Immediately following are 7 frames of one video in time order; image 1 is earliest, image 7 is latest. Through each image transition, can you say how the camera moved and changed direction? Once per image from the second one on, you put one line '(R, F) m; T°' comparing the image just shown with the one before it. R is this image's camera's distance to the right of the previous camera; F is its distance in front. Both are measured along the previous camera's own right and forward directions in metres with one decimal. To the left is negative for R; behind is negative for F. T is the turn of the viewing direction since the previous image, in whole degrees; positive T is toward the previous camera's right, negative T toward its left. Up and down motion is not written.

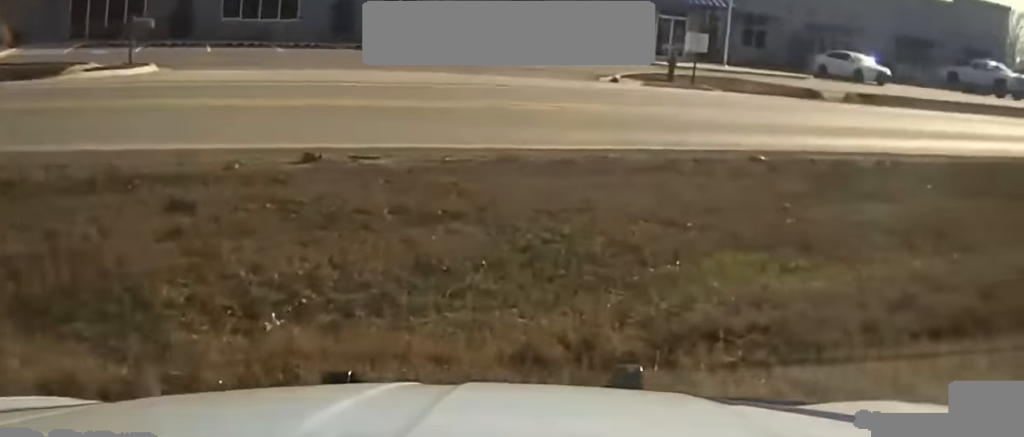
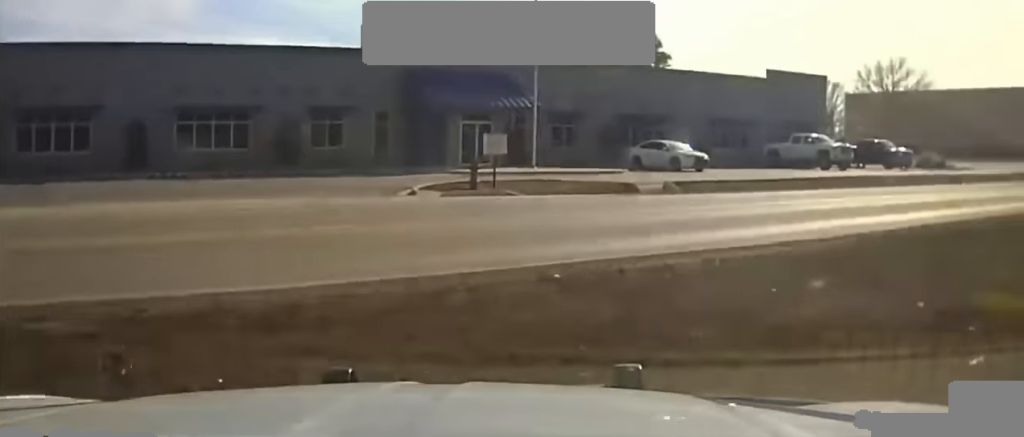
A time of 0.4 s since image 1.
(+0.1, +2.1) m; +3°
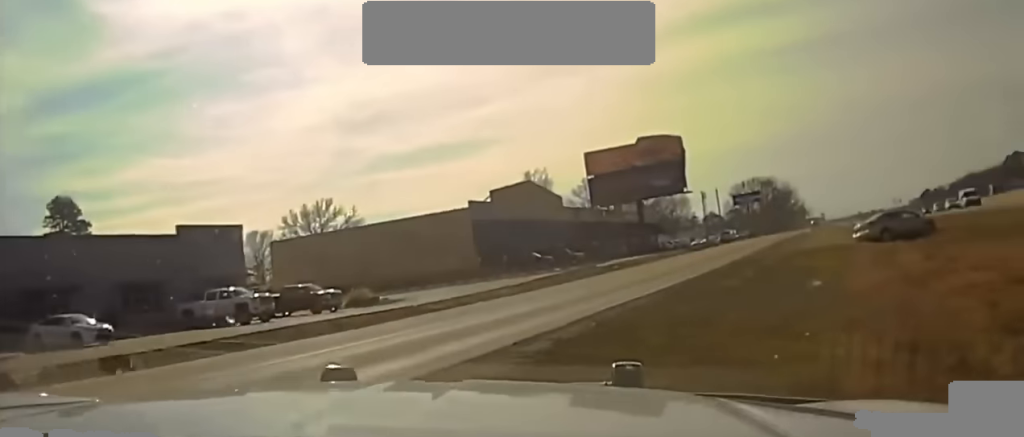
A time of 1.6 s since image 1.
(+0.7, +5.5) m; +54°
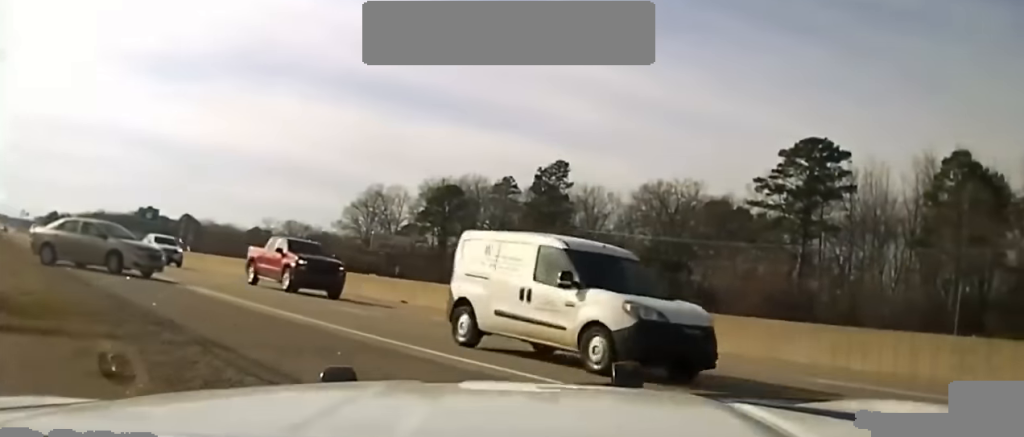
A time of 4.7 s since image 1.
(+12.6, +9.3) m; +68°
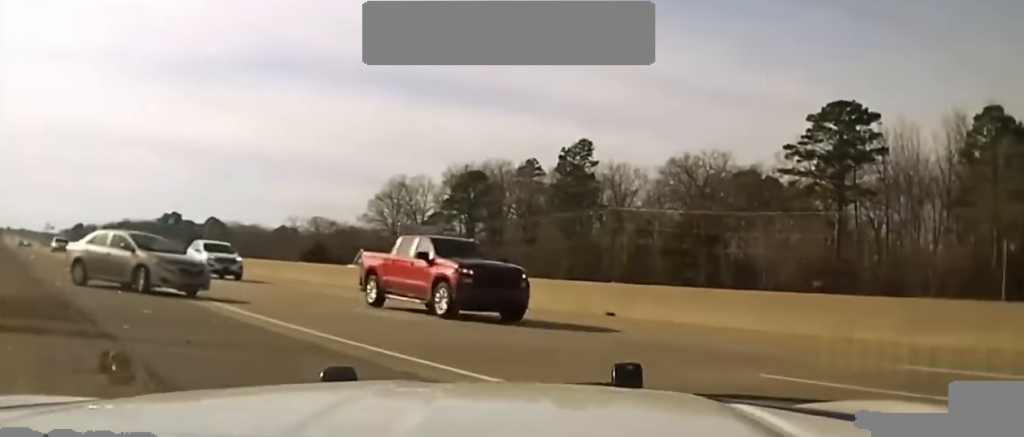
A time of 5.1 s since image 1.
(+0.1, +2.0) m; 0°
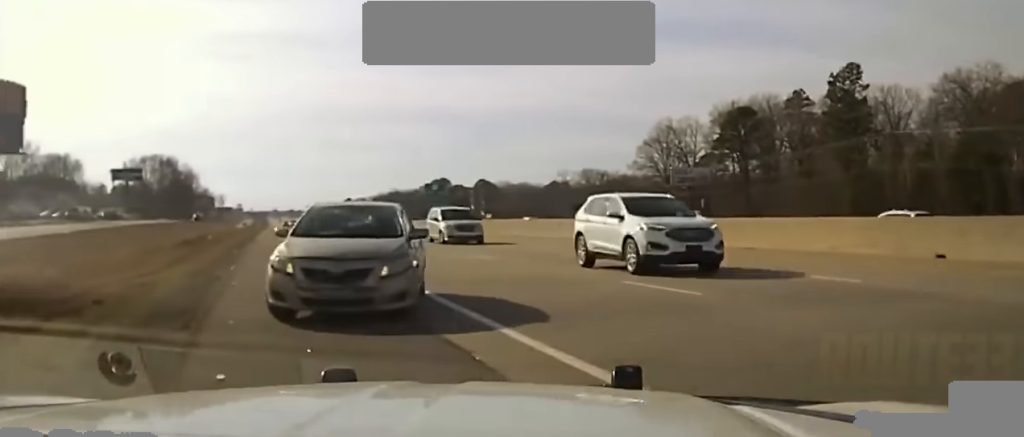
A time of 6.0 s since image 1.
(-0.1, +3.7) m; -17°
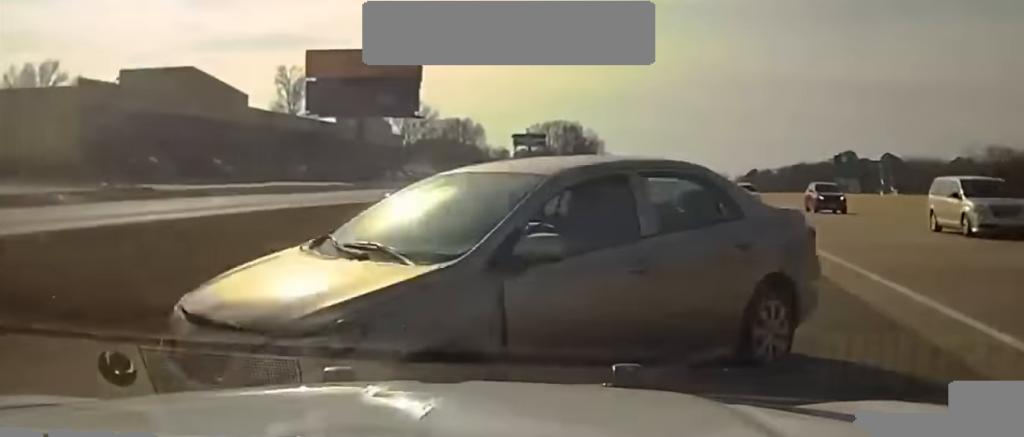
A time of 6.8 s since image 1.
(-0.2, +2.4) m; -29°
